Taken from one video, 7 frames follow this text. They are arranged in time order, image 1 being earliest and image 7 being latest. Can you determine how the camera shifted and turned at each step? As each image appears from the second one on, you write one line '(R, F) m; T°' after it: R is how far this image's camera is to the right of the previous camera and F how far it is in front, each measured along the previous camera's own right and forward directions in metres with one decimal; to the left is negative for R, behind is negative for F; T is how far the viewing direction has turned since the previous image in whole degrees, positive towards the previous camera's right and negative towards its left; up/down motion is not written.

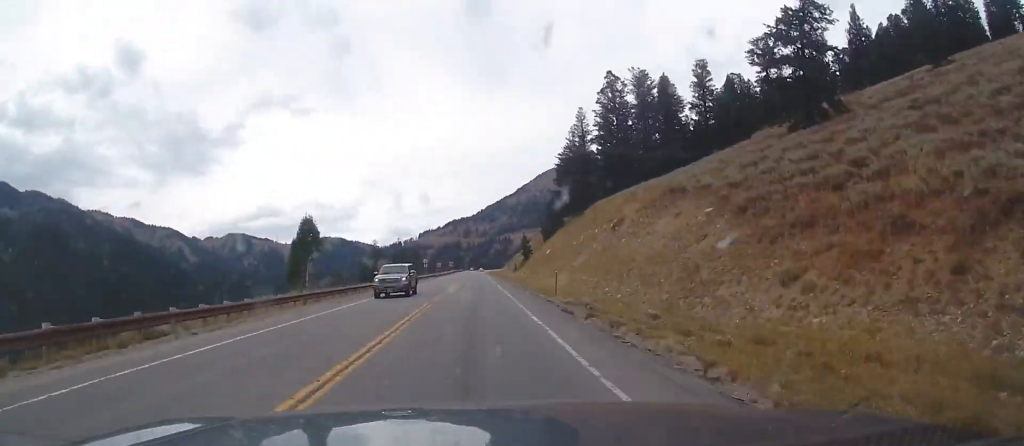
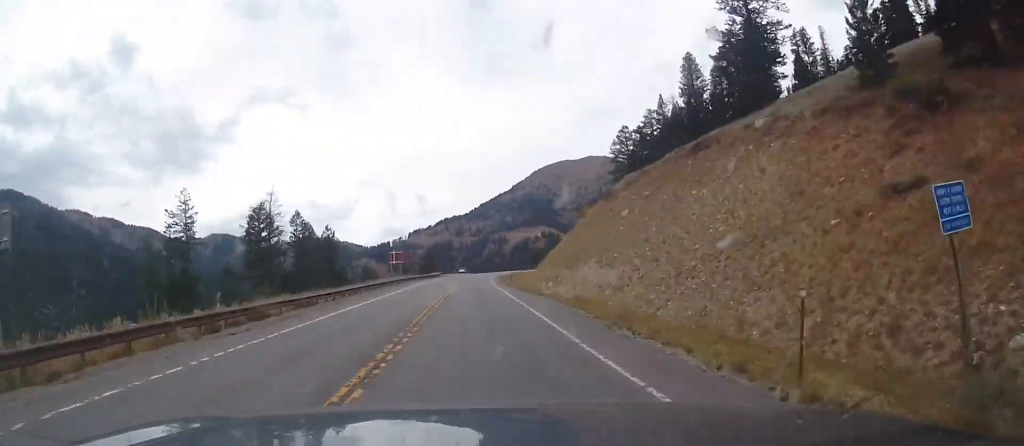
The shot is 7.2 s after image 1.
(+7.9, +151.2) m; +10°
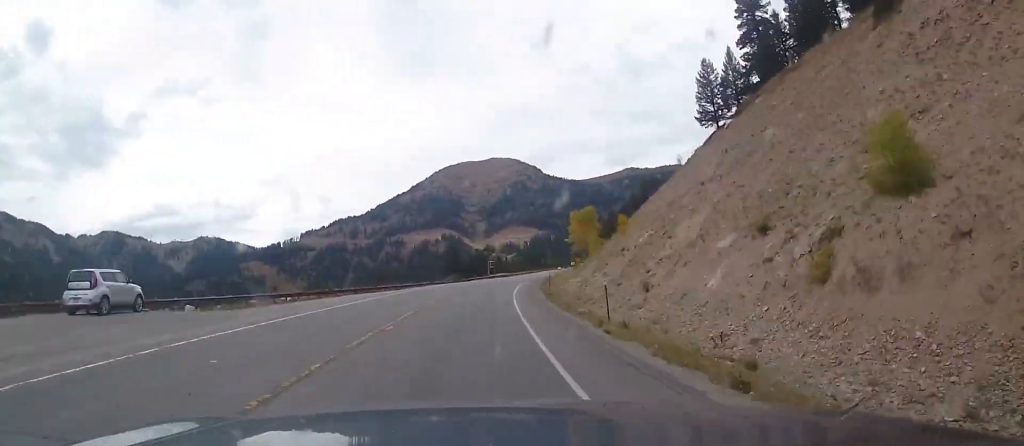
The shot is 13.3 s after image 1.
(+15.1, +147.9) m; +8°
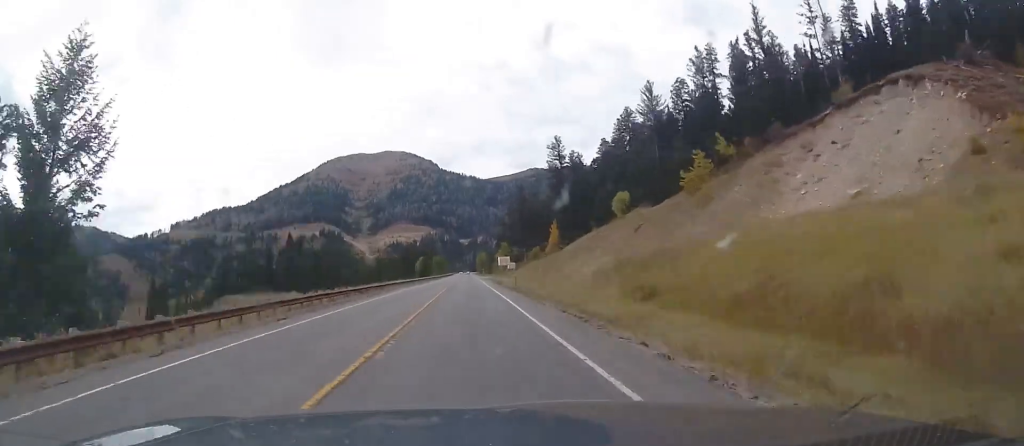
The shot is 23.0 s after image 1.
(+20.0, +238.7) m; +6°
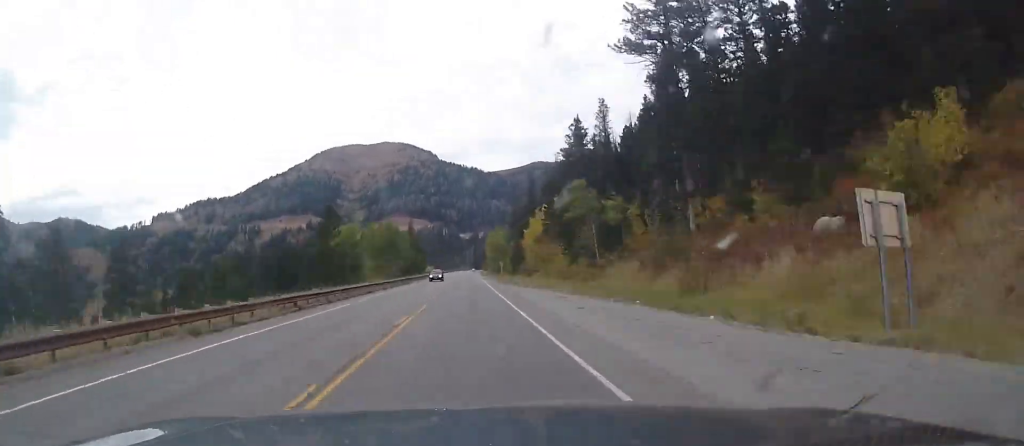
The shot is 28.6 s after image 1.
(+0.2, +139.7) m; +1°
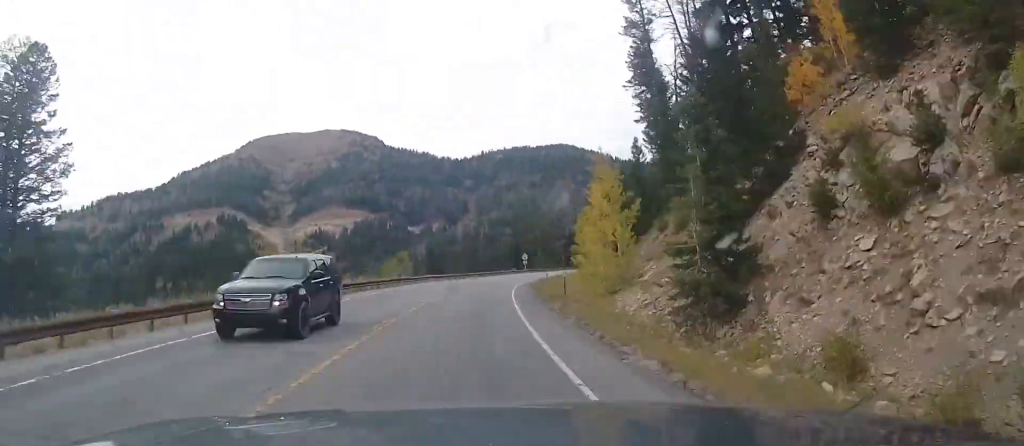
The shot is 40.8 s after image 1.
(+19.1, +292.3) m; +21°
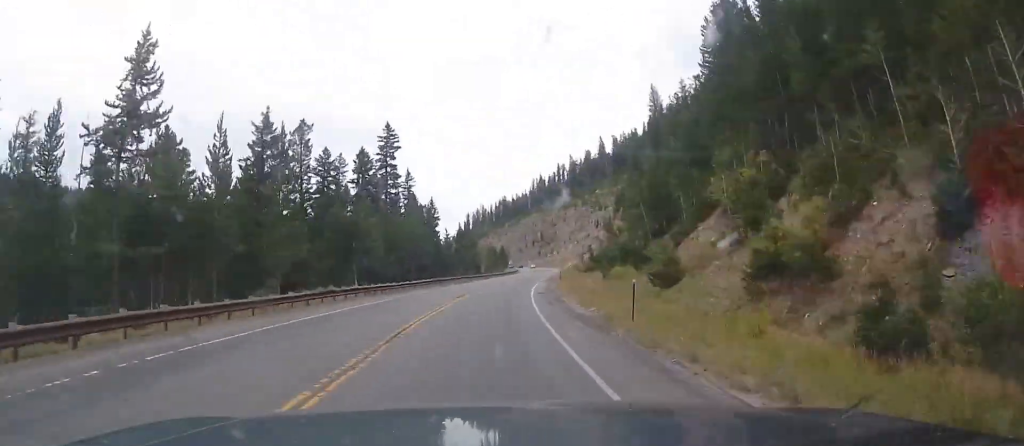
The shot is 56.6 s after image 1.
(+183.2, +281.1) m; +56°
